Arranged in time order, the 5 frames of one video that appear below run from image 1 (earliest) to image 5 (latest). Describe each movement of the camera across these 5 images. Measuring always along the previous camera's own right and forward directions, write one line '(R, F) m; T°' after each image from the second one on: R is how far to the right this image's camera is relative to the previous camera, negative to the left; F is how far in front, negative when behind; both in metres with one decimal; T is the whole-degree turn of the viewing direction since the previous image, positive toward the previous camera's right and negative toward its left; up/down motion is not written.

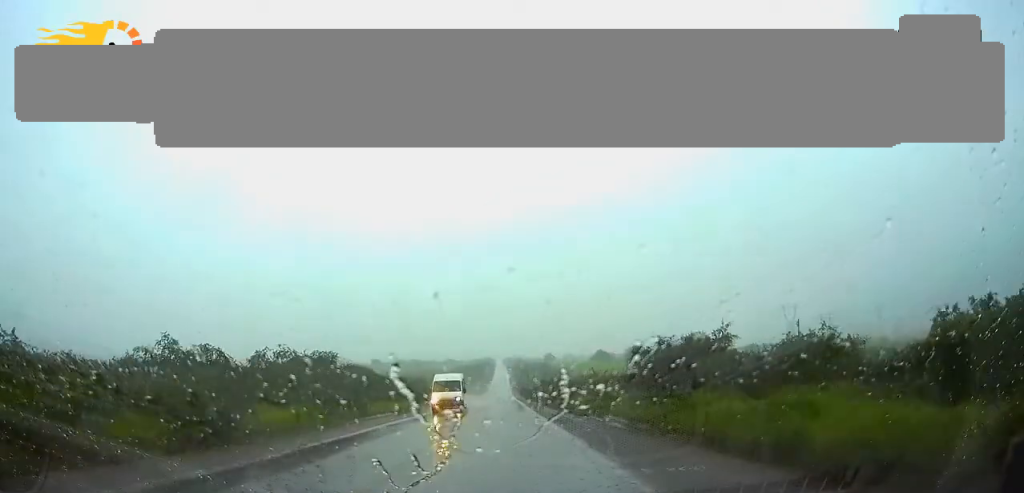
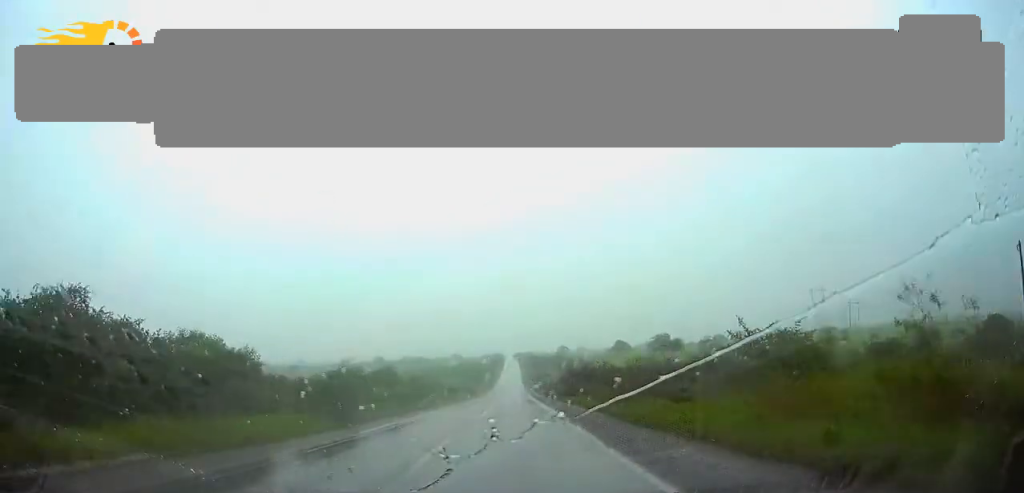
(-0.1, +38.1) m; 0°
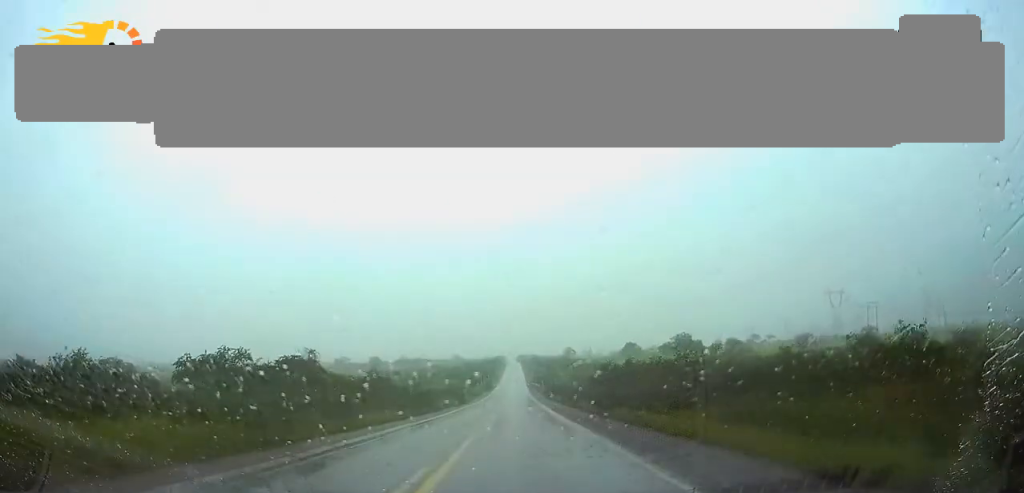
(0.0, +28.5) m; 0°
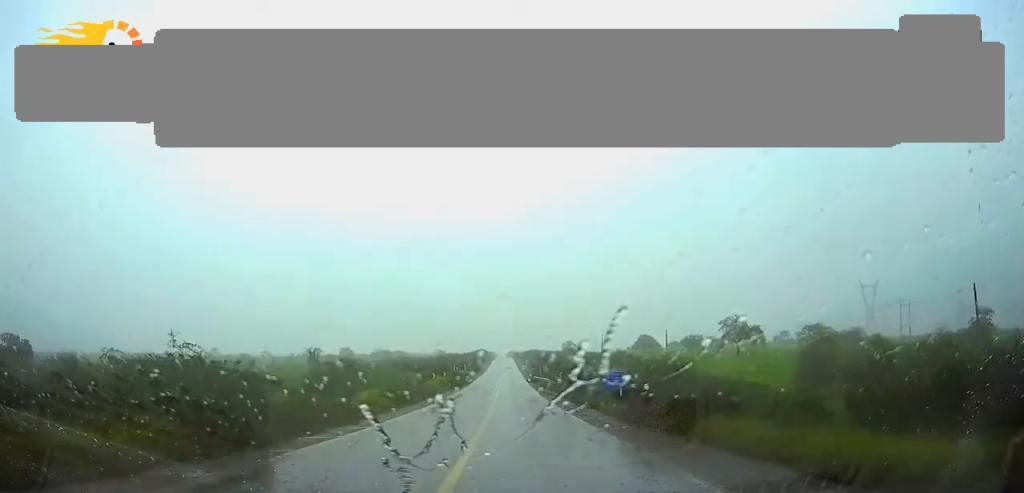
(-0.1, +65.6) m; 0°
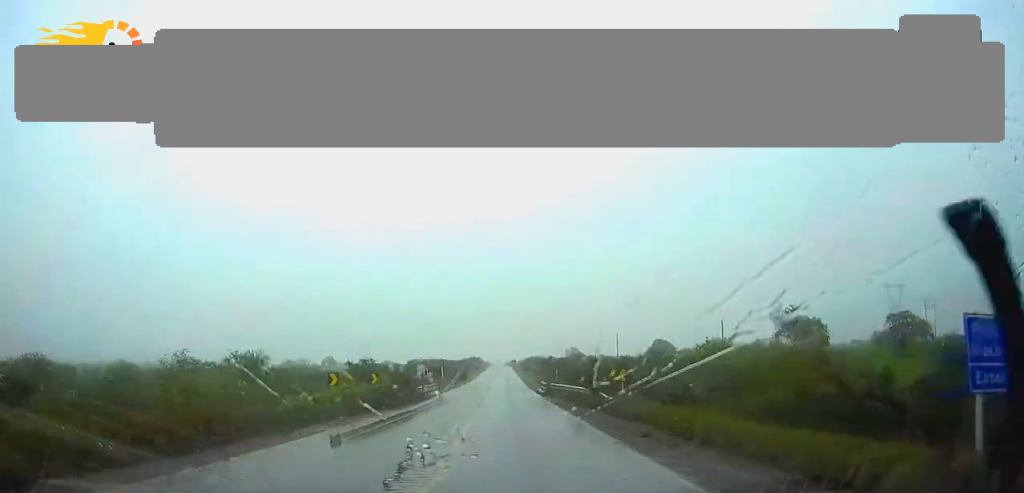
(+0.2, +38.9) m; 0°
